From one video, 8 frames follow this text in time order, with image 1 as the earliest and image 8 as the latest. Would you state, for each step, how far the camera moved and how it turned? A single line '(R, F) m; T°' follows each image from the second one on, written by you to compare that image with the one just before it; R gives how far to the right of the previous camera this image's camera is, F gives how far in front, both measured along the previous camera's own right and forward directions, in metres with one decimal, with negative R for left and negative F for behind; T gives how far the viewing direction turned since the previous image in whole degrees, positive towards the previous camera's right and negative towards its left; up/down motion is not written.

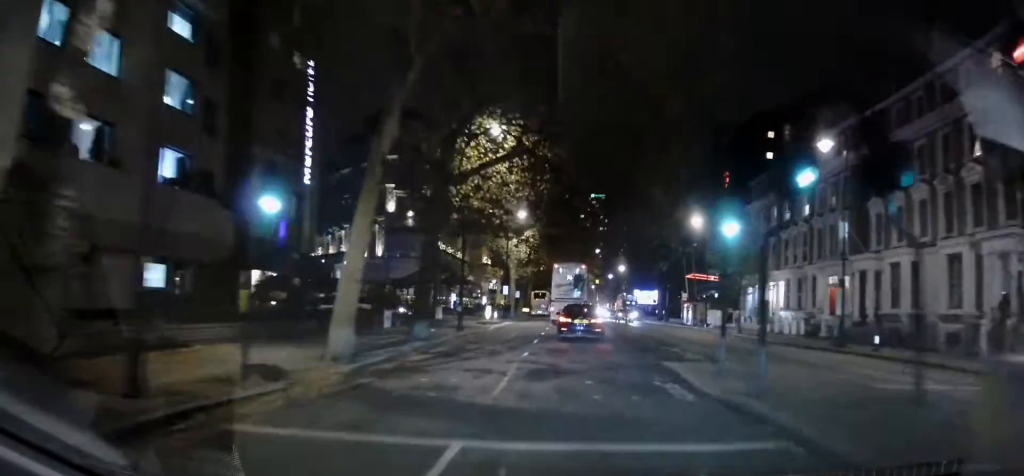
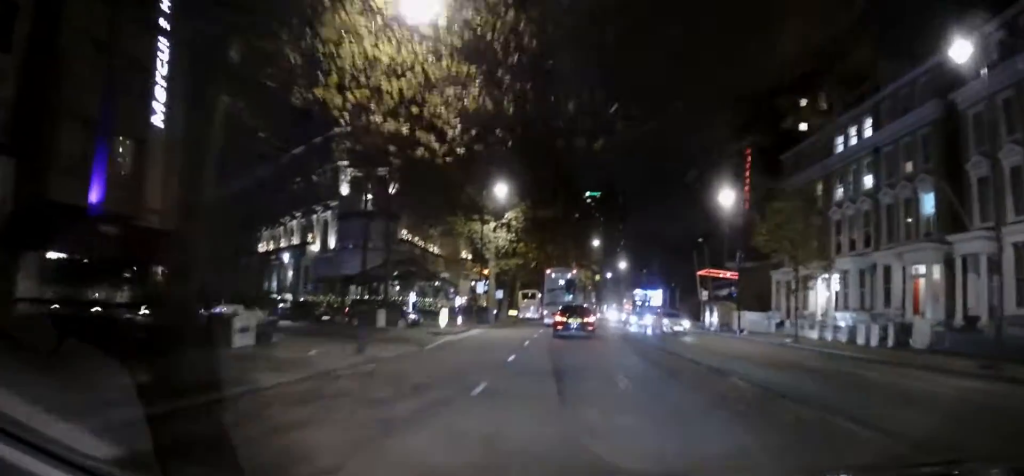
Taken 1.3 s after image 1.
(-0.5, +12.8) m; -3°
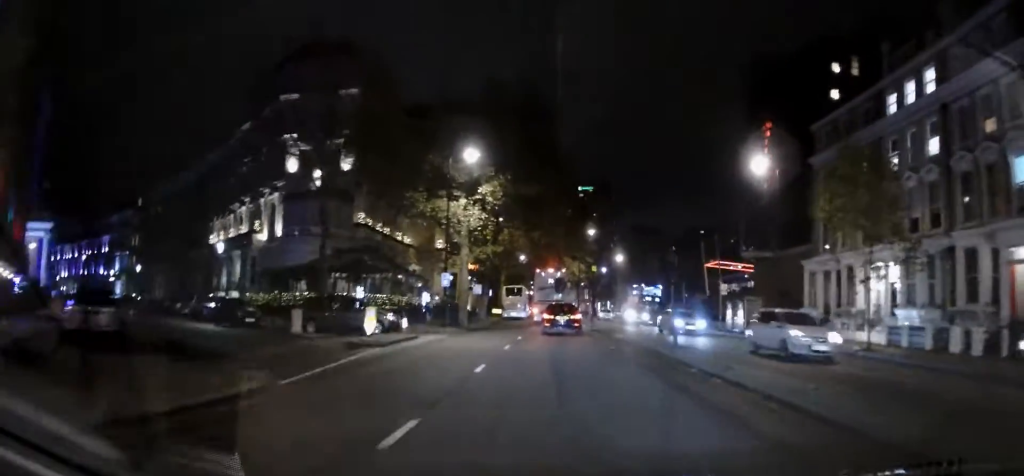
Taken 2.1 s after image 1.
(0.0, +9.0) m; 0°
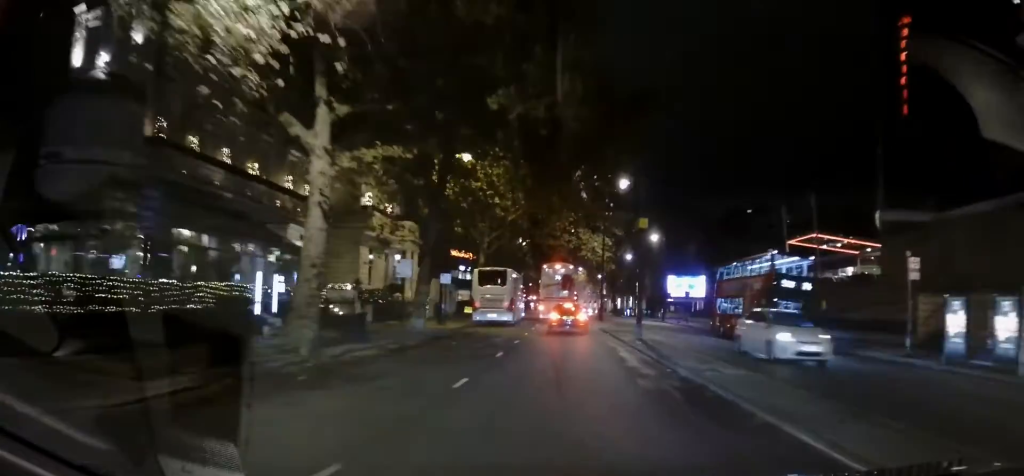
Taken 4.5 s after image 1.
(+1.5, +25.7) m; +6°
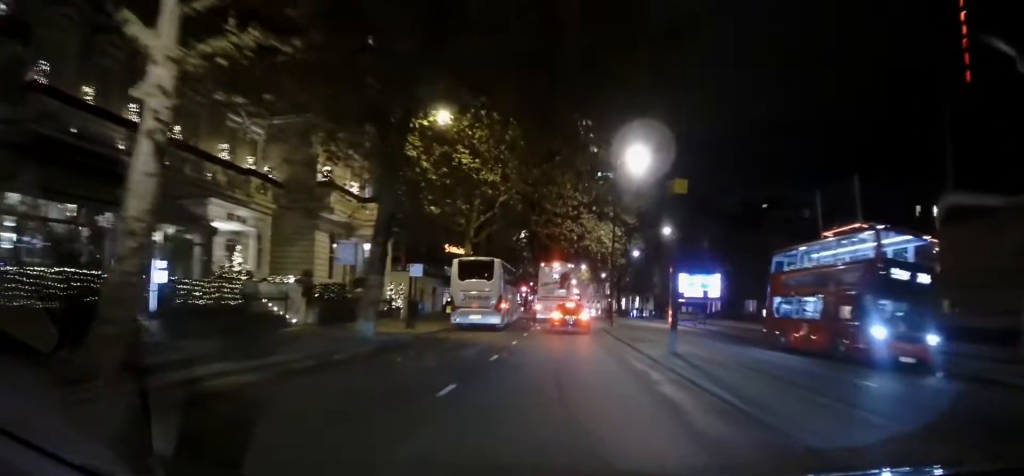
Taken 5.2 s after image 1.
(+0.1, +7.3) m; 0°
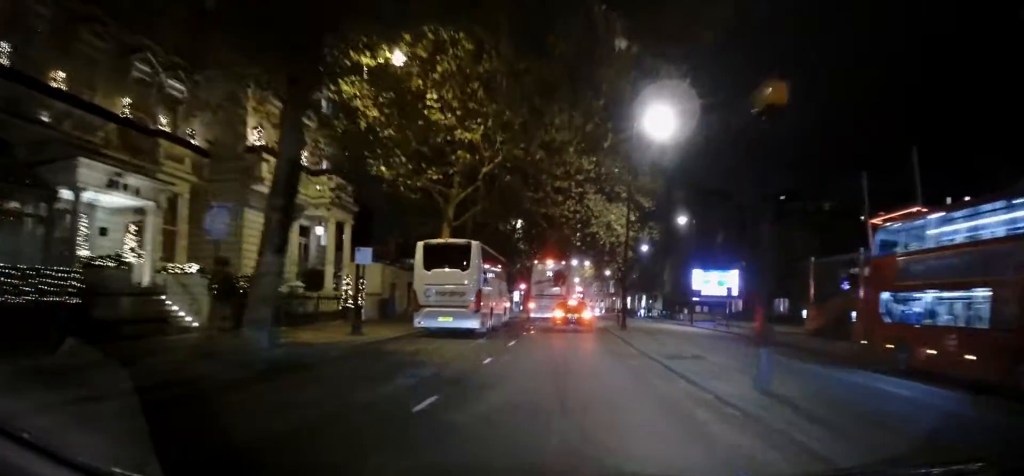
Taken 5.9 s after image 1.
(0.0, +7.7) m; 0°
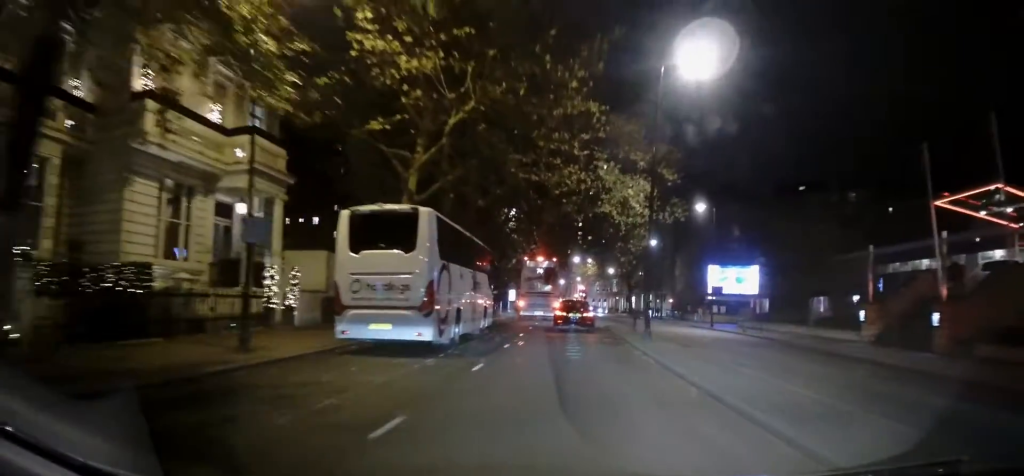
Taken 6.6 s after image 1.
(0.0, +7.5) m; 0°
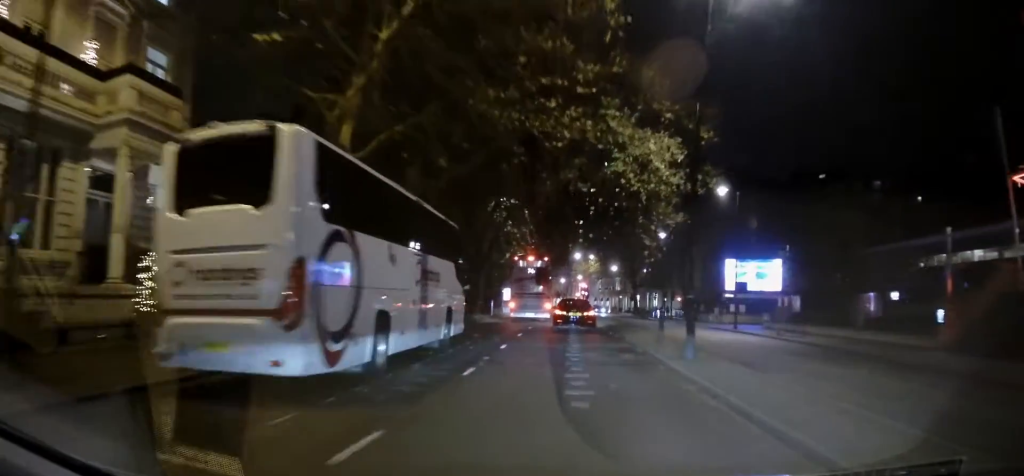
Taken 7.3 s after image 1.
(0.0, +7.3) m; 0°
